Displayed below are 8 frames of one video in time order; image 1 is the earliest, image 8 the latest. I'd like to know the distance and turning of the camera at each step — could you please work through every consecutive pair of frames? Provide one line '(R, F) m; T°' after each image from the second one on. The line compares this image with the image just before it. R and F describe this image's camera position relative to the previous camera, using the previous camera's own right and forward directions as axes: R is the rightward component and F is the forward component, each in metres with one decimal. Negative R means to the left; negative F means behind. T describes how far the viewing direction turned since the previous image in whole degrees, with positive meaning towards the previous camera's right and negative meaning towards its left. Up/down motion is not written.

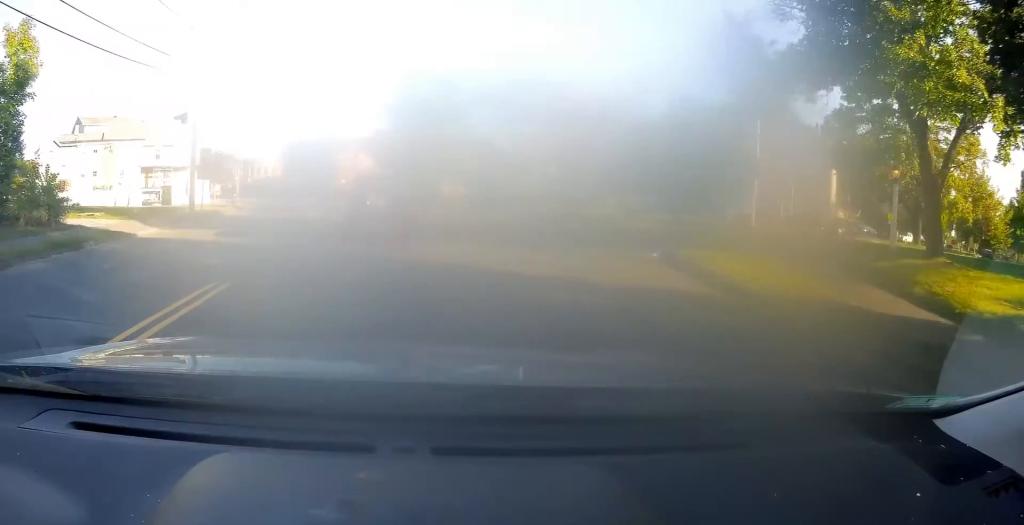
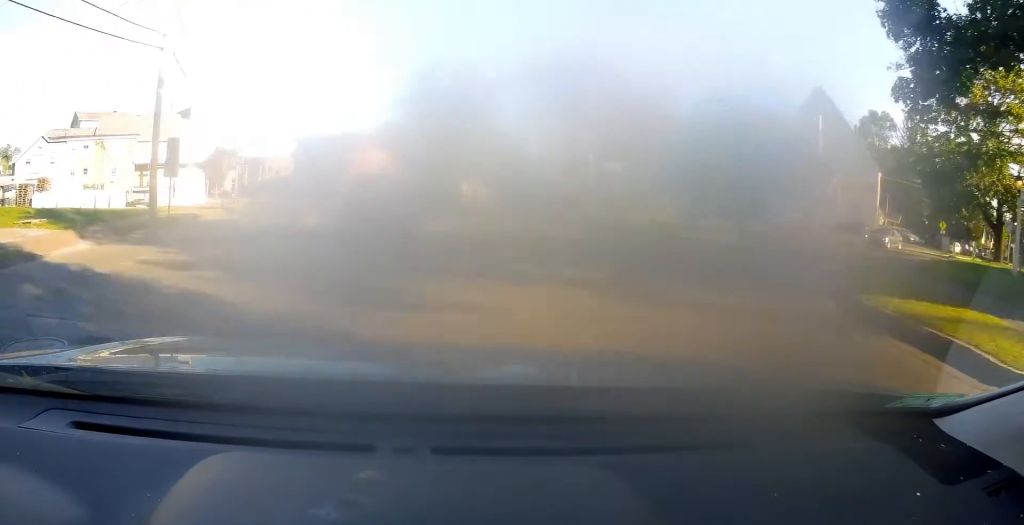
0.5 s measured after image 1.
(+0.1, +6.2) m; -1°
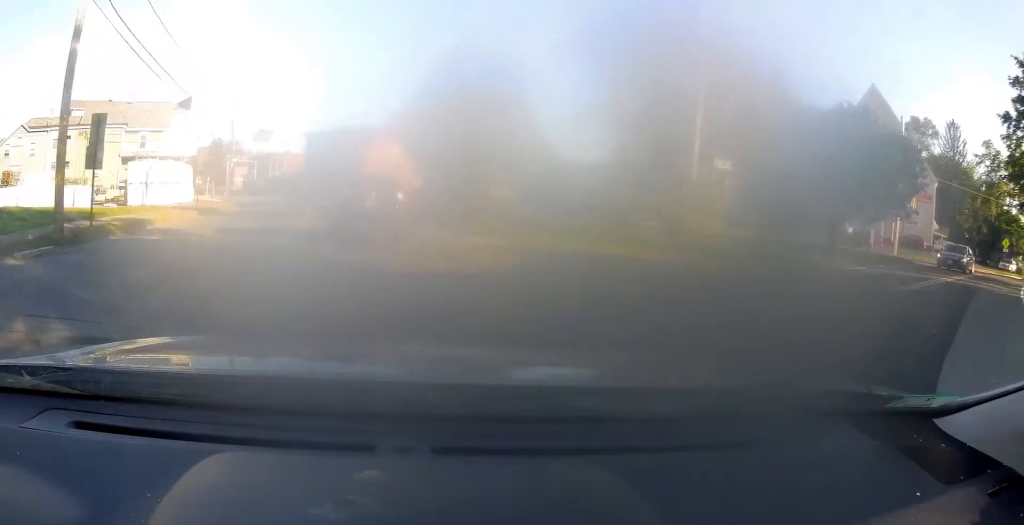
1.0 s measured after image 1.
(-0.2, +7.4) m; -1°
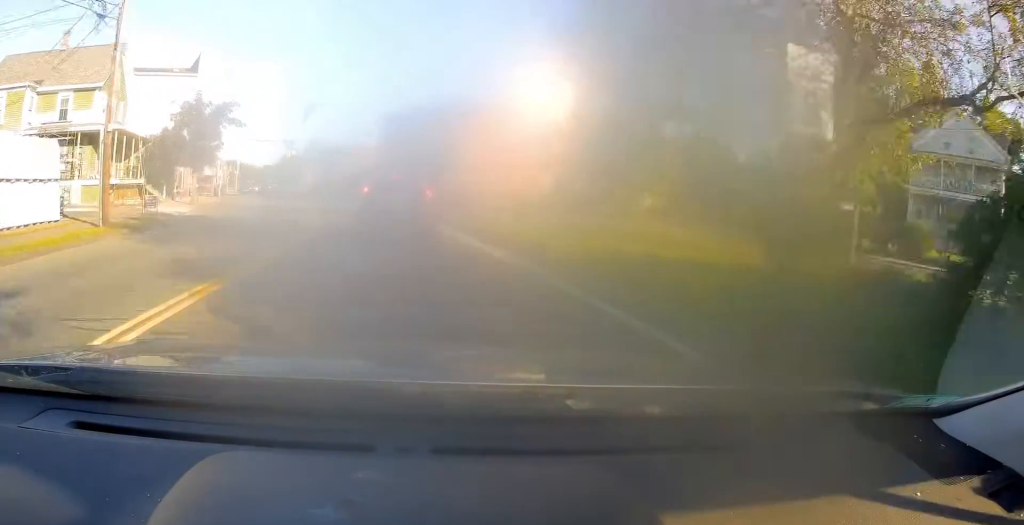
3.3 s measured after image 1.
(-2.6, +28.6) m; -11°
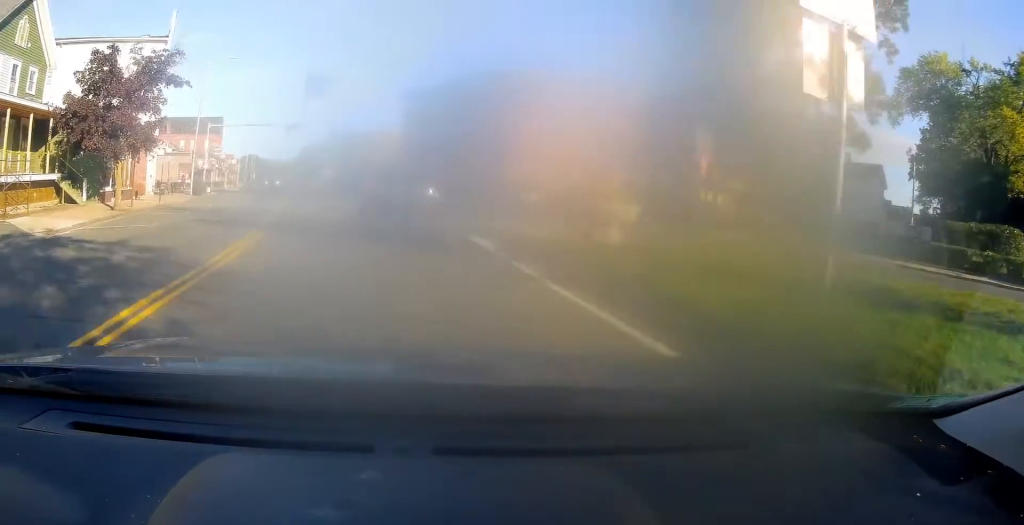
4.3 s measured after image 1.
(+0.2, +13.2) m; -2°
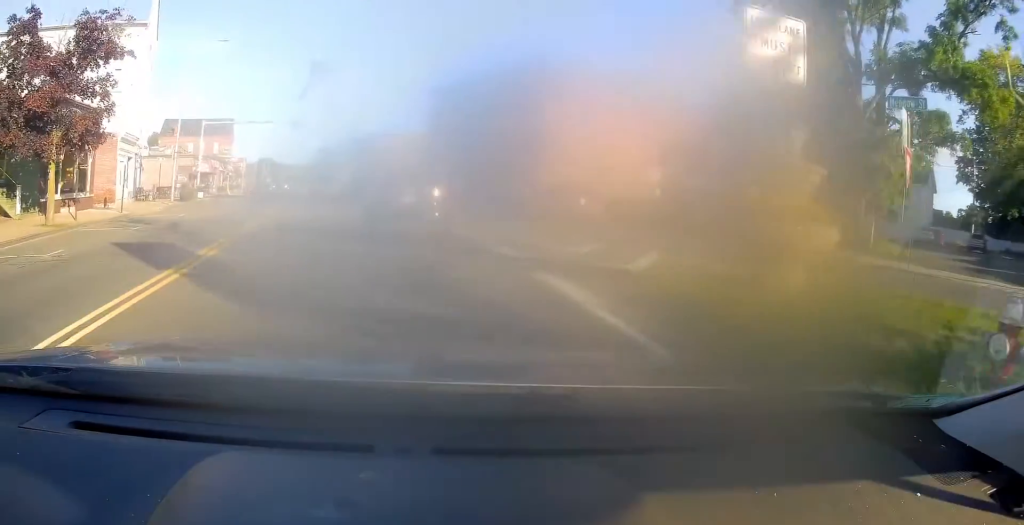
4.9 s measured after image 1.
(-0.3, +6.9) m; -3°
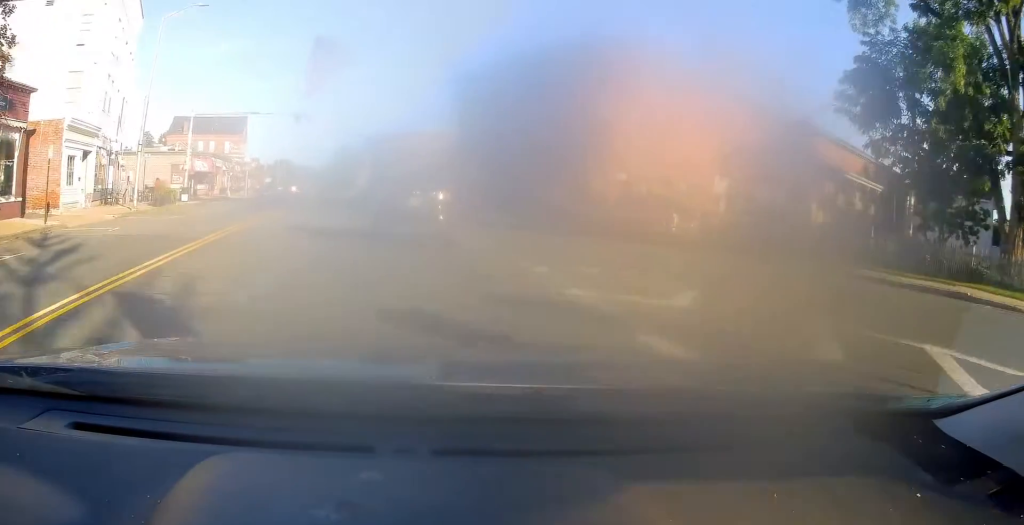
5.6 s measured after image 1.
(-0.3, +8.5) m; -3°
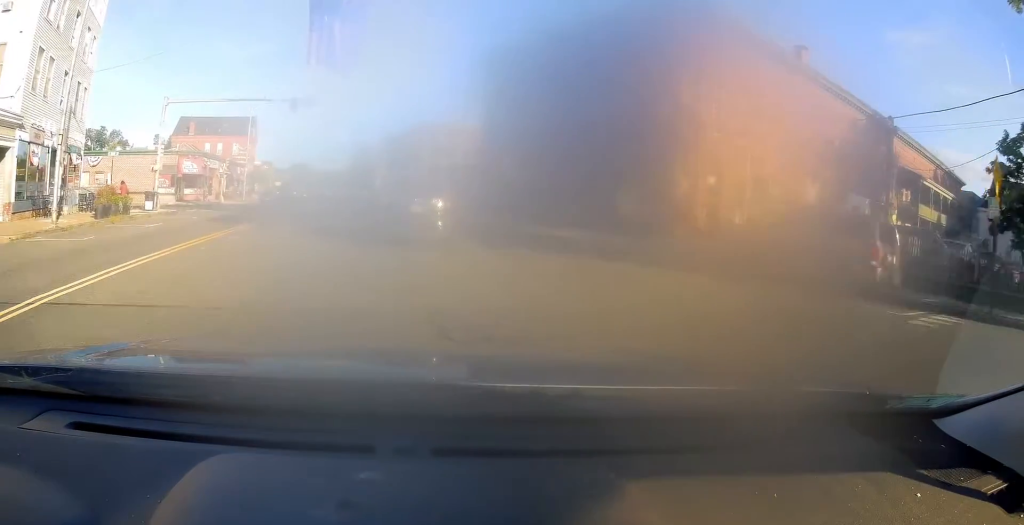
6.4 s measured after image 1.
(-0.4, +8.7) m; -2°
